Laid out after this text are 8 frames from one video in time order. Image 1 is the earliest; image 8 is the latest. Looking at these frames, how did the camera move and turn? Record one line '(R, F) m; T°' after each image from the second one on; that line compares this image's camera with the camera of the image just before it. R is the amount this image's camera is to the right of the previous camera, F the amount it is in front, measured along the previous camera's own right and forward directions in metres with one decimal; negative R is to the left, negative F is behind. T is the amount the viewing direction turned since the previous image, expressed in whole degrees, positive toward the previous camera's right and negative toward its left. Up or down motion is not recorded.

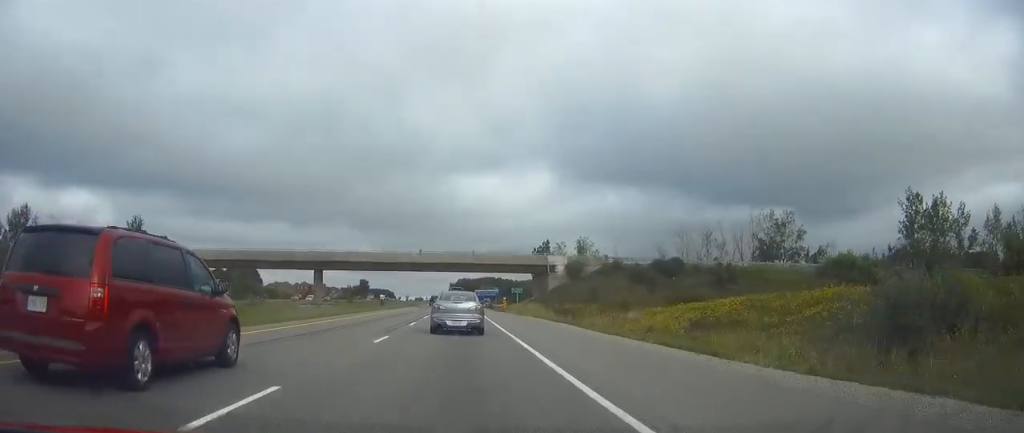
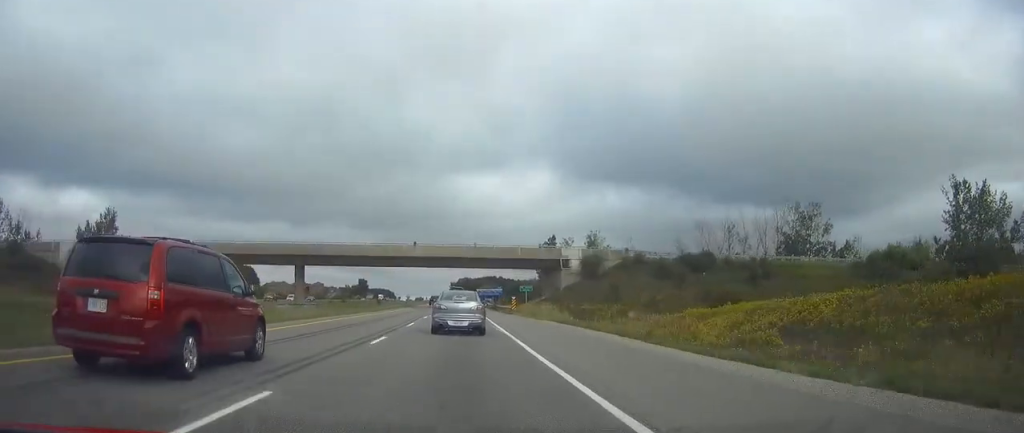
(0.0, +12.3) m; 0°
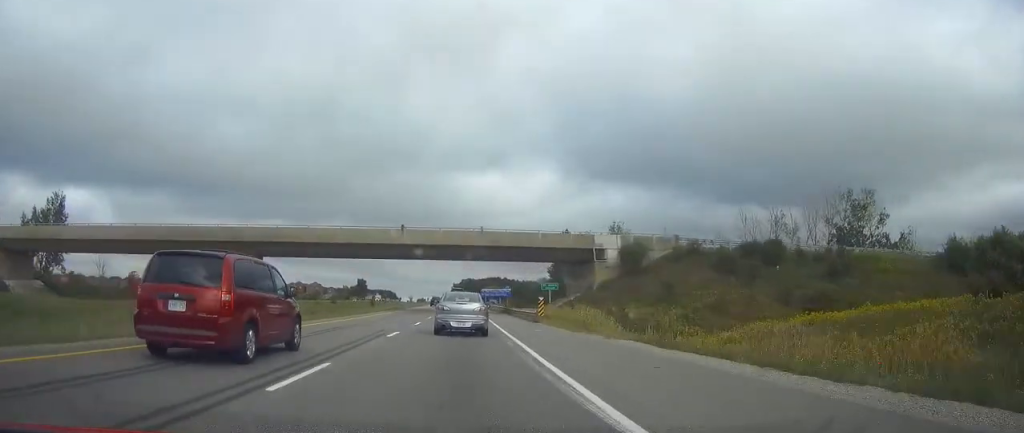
(-0.1, +20.5) m; 0°
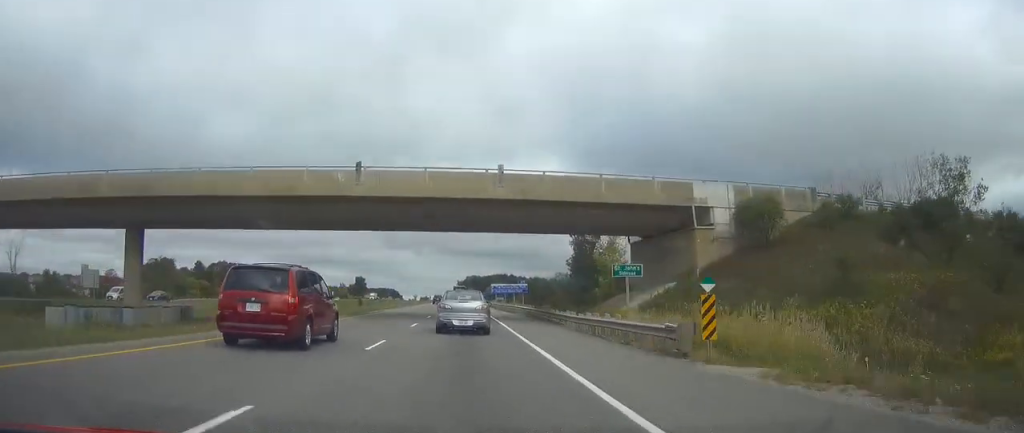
(0.0, +28.7) m; 0°
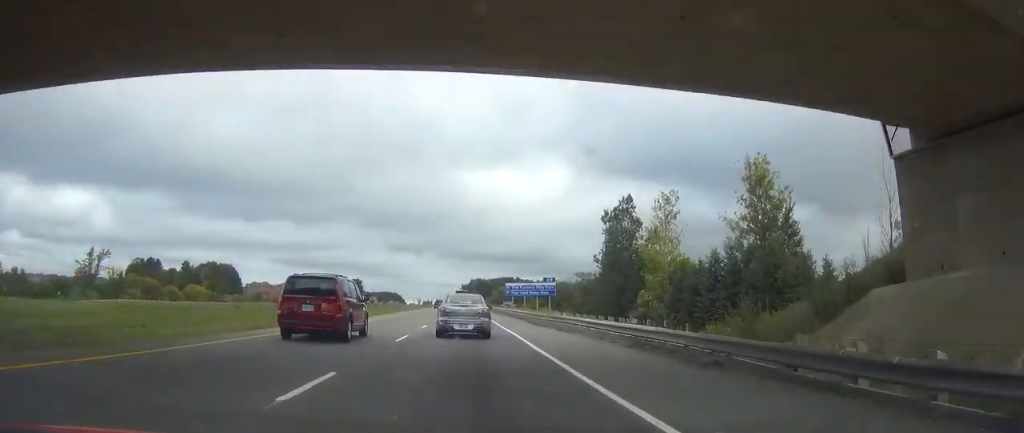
(-0.2, +31.9) m; 0°
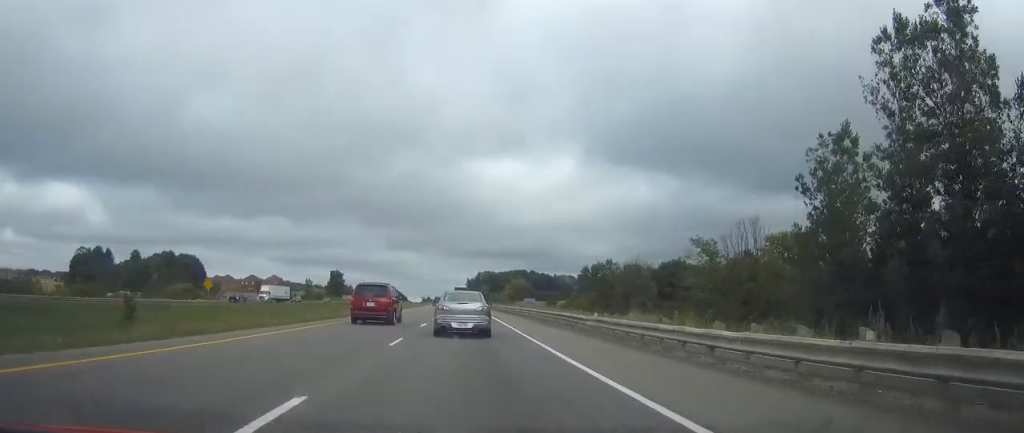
(-0.3, +86.0) m; 0°
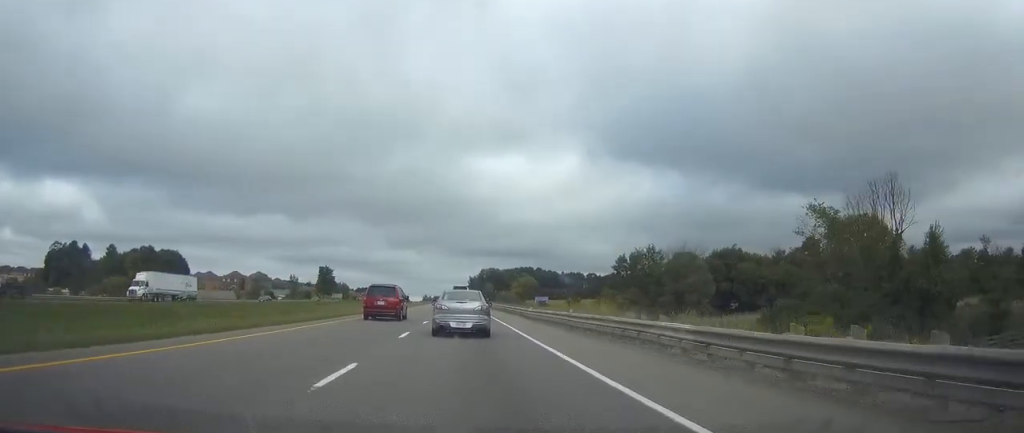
(0.0, +32.3) m; 0°
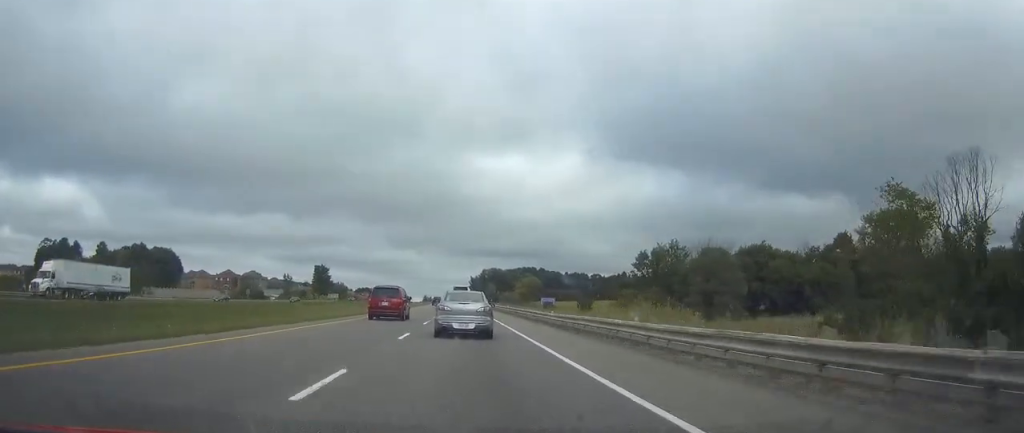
(0.0, +12.5) m; 0°
